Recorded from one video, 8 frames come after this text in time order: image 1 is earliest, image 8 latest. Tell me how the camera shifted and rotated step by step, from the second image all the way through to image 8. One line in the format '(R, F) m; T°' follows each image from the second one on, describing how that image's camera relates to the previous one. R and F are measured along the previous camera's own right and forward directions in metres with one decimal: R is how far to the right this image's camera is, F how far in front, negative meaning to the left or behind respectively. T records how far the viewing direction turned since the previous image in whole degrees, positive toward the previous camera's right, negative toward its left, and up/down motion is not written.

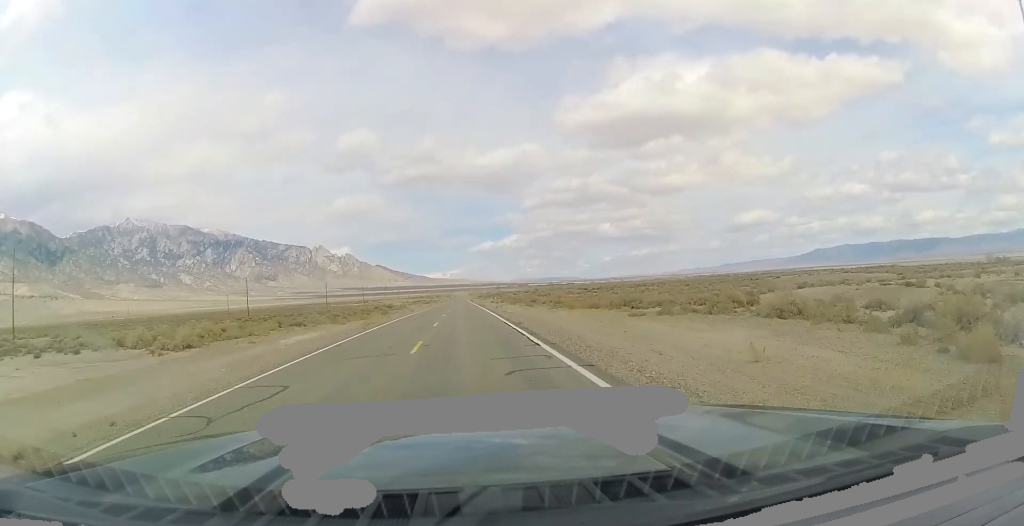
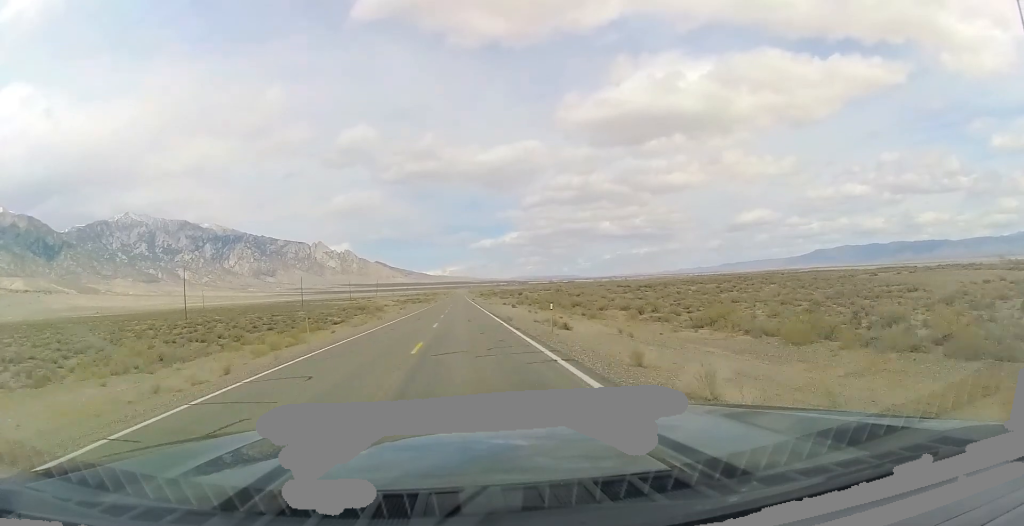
(0.0, +36.3) m; 0°
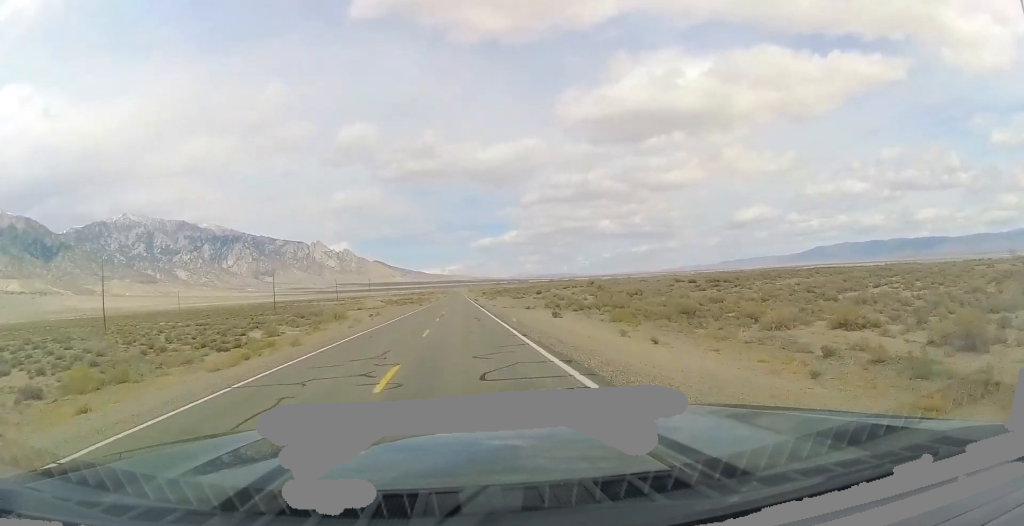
(0.0, +30.5) m; 0°
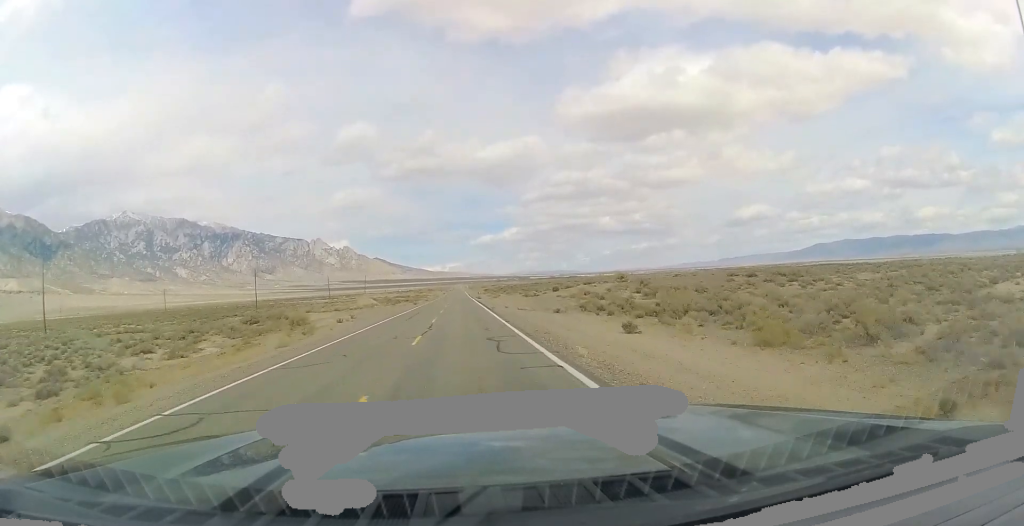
(0.0, +16.4) m; 0°
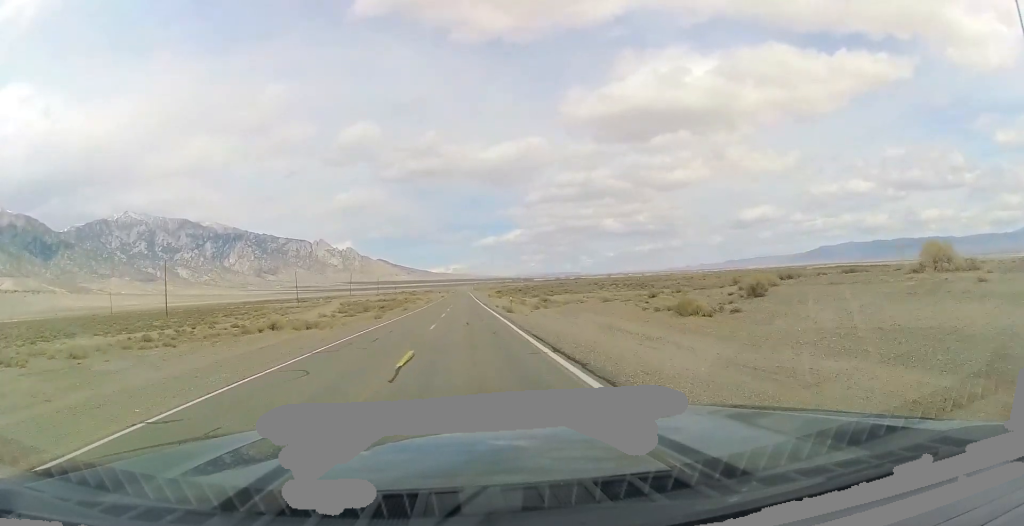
(-0.4, +53.8) m; -1°
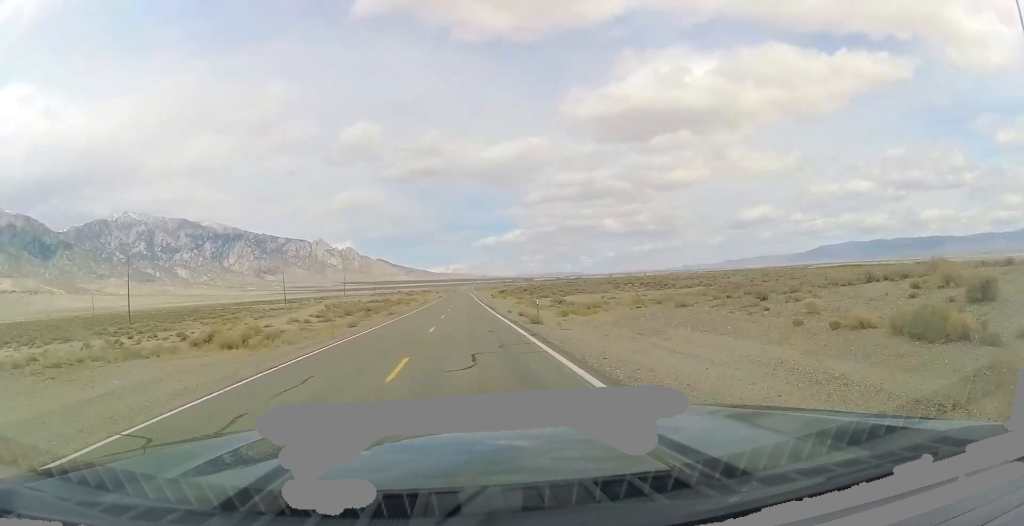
(-0.1, +14.0) m; 0°
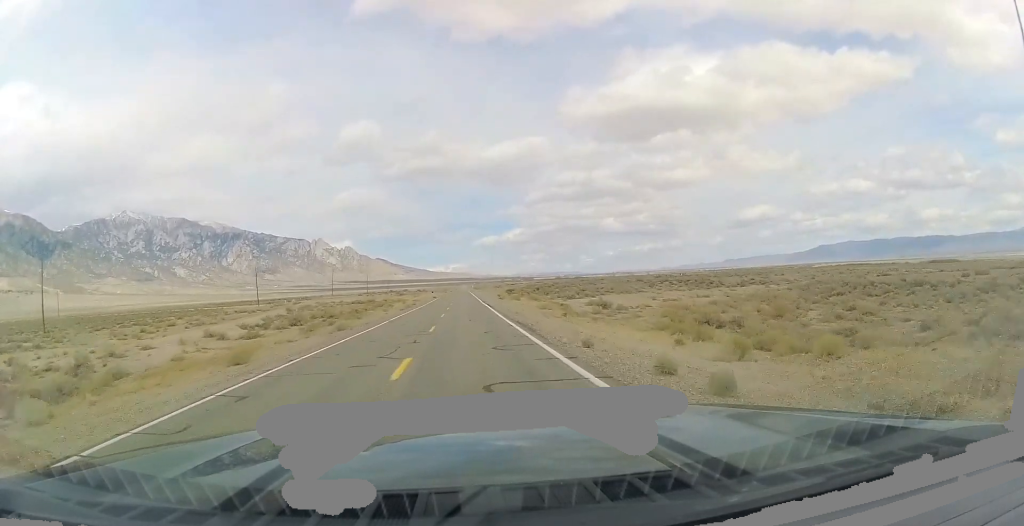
(+0.3, +24.6) m; 0°
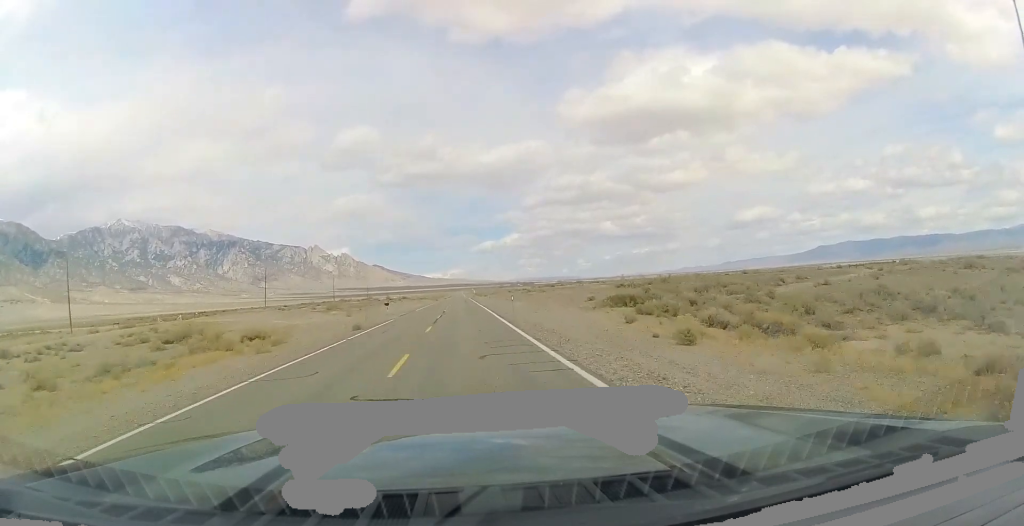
(+0.6, +84.1) m; +1°
